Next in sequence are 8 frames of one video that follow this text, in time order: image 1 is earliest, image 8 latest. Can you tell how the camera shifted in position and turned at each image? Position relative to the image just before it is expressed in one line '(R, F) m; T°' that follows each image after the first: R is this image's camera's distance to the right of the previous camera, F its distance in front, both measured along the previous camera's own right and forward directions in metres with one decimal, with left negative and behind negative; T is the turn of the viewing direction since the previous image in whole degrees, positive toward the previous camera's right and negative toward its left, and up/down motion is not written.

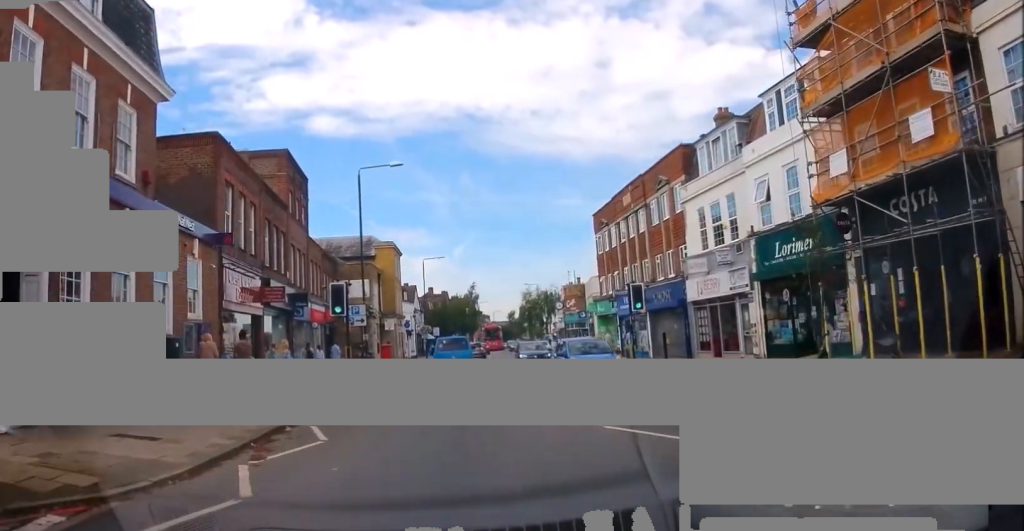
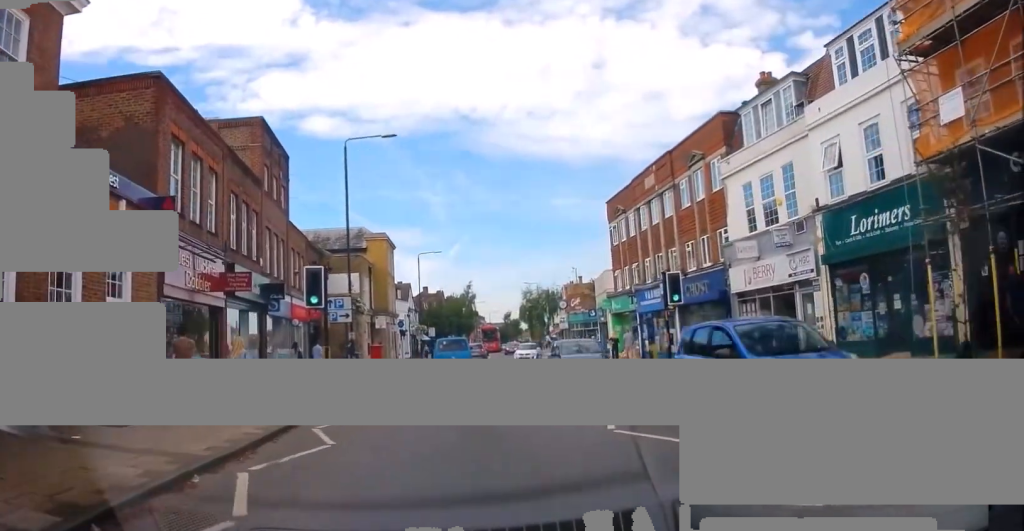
(+0.4, +4.6) m; +6°
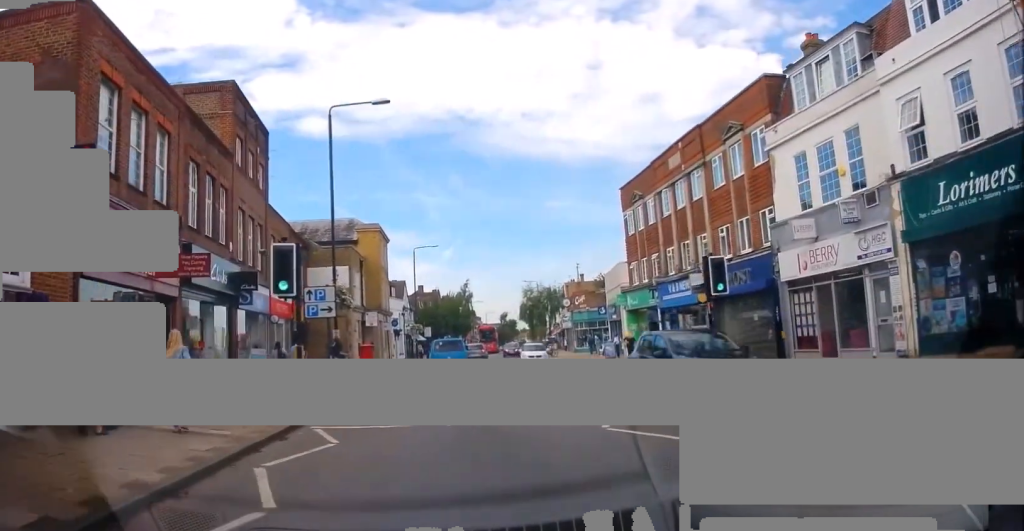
(0.0, +4.0) m; +4°
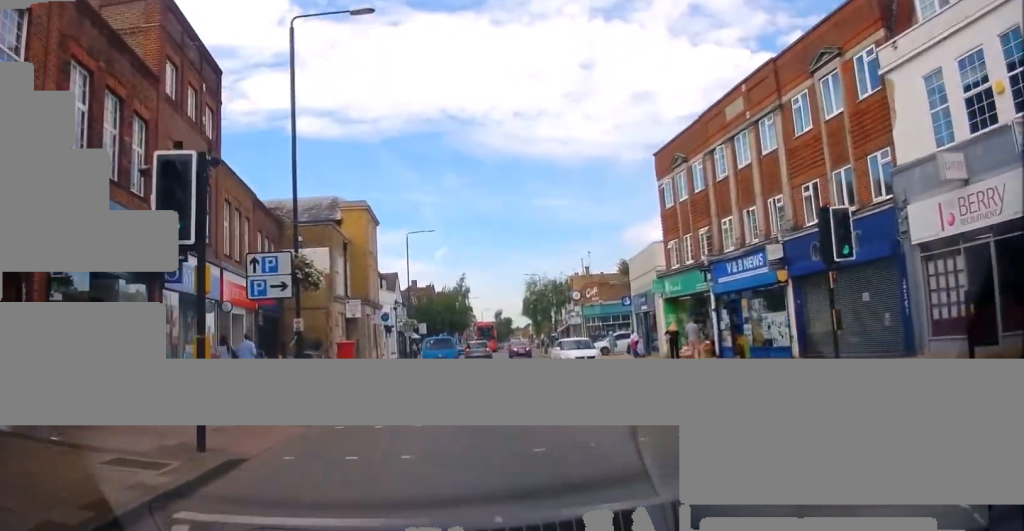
(+0.4, +7.3) m; 0°
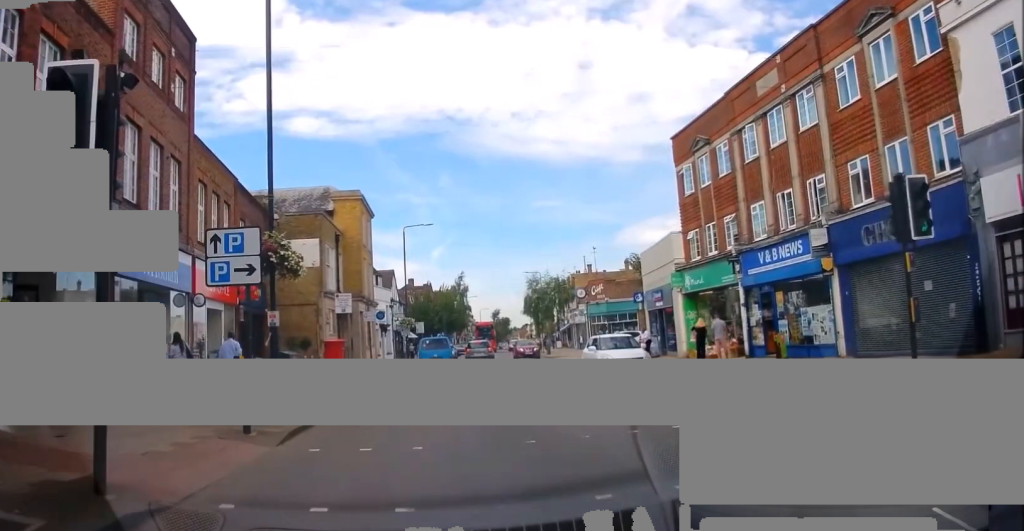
(-0.2, +2.8) m; -2°
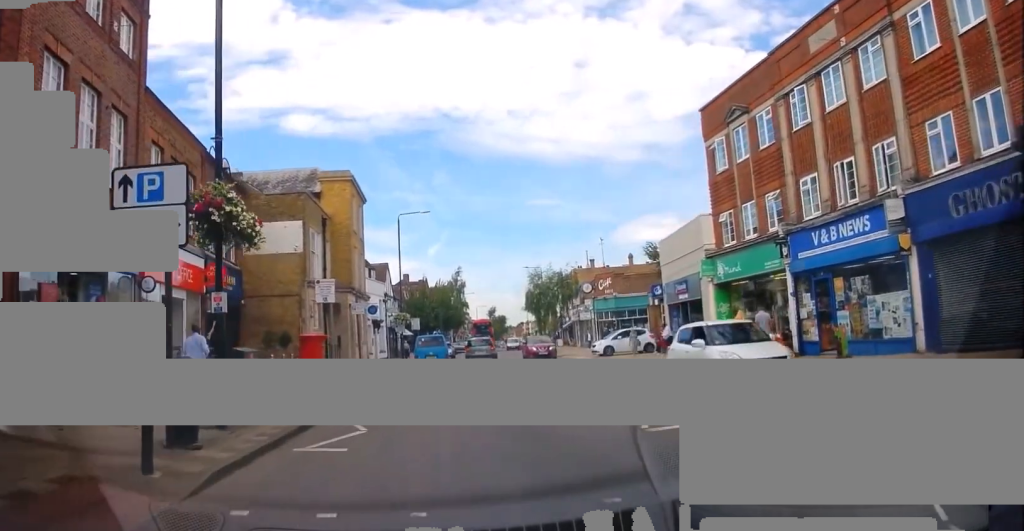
(-0.1, +3.7) m; -2°
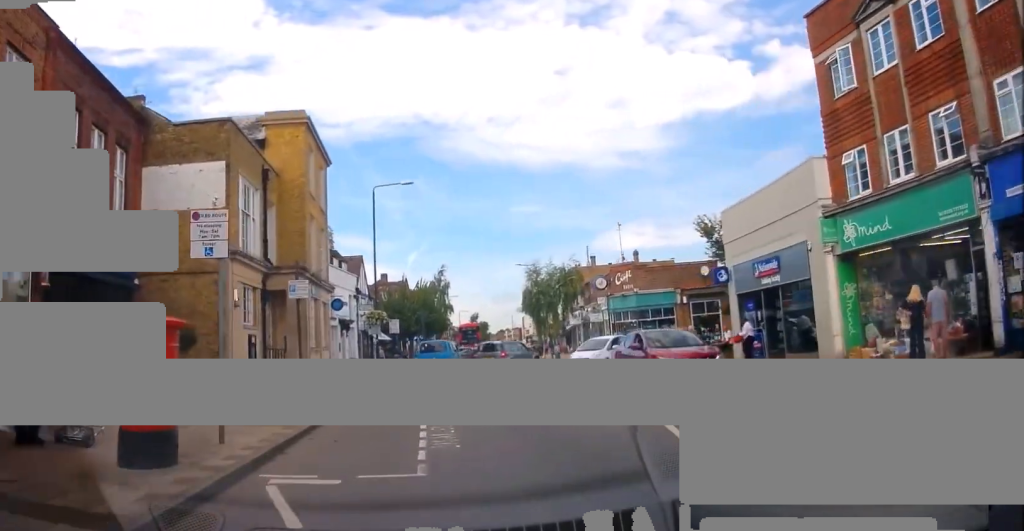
(0.0, +10.5) m; +1°
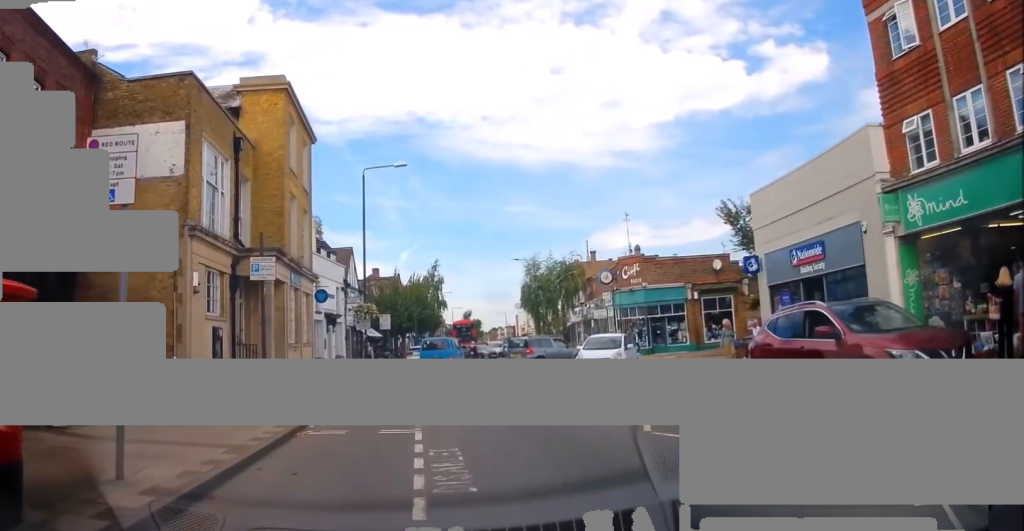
(0.0, +3.0) m; +1°
